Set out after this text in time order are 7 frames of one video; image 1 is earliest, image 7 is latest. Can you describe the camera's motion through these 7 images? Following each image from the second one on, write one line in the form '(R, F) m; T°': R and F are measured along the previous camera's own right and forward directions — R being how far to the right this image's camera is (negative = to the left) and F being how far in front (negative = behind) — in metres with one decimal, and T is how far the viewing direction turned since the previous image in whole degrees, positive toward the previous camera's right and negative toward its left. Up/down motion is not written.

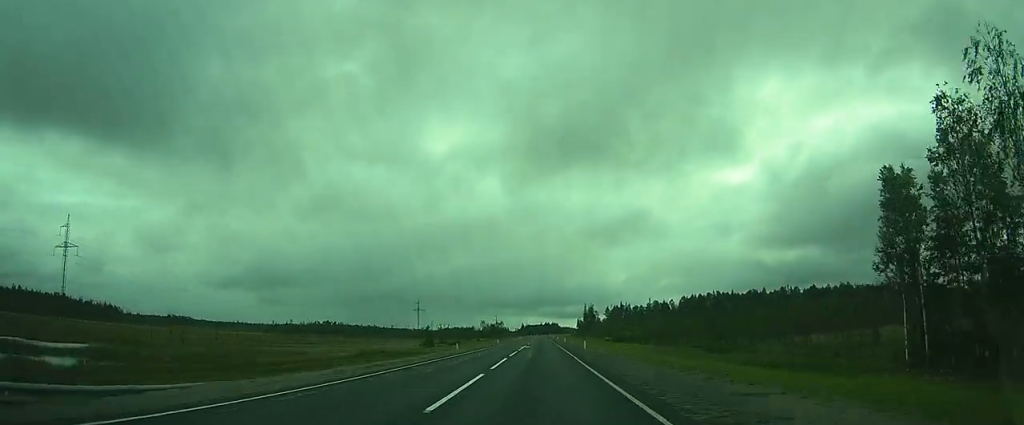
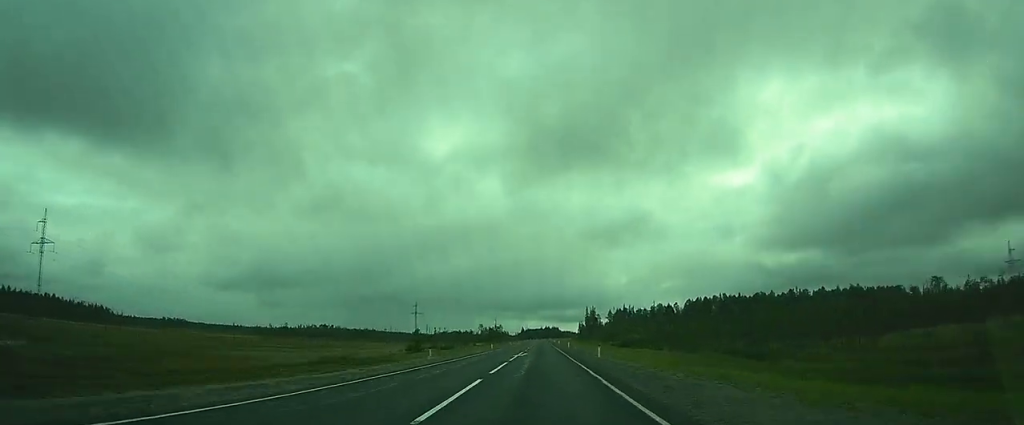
(0.0, +12.8) m; 0°
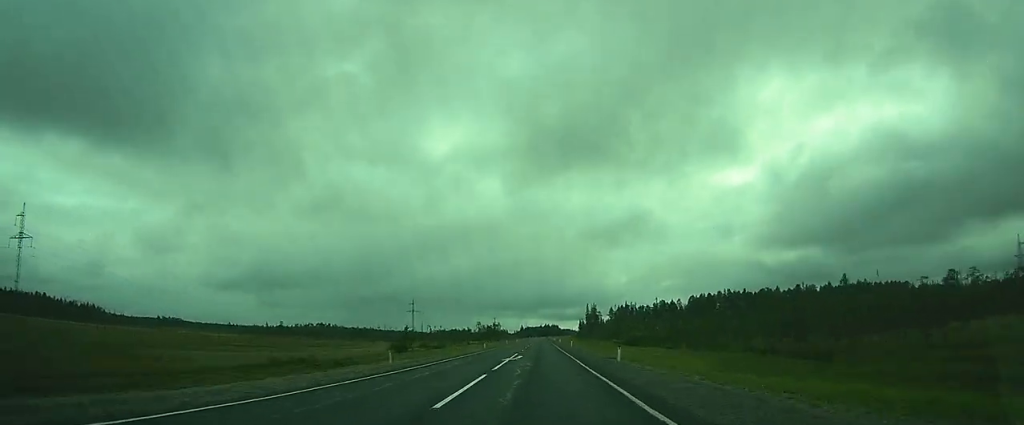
(0.0, +10.6) m; 0°
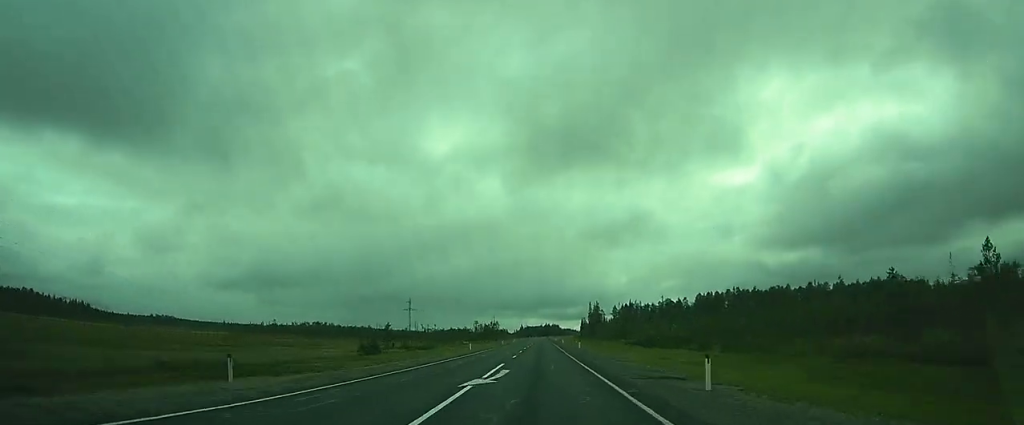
(0.0, +15.9) m; 0°
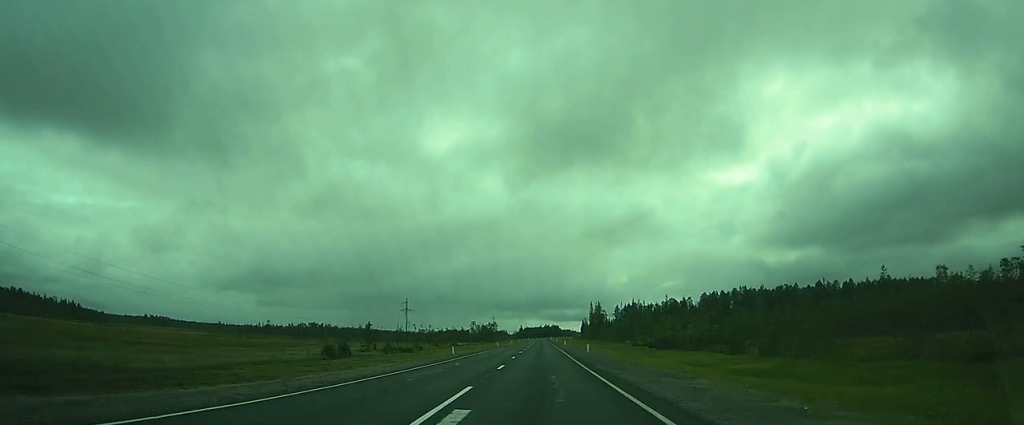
(-0.1, +12.2) m; +1°
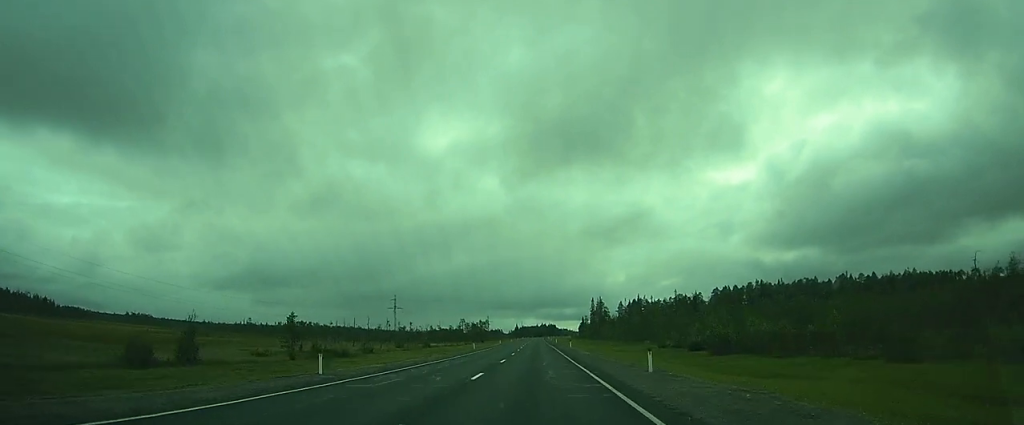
(+0.6, +30.5) m; +1°
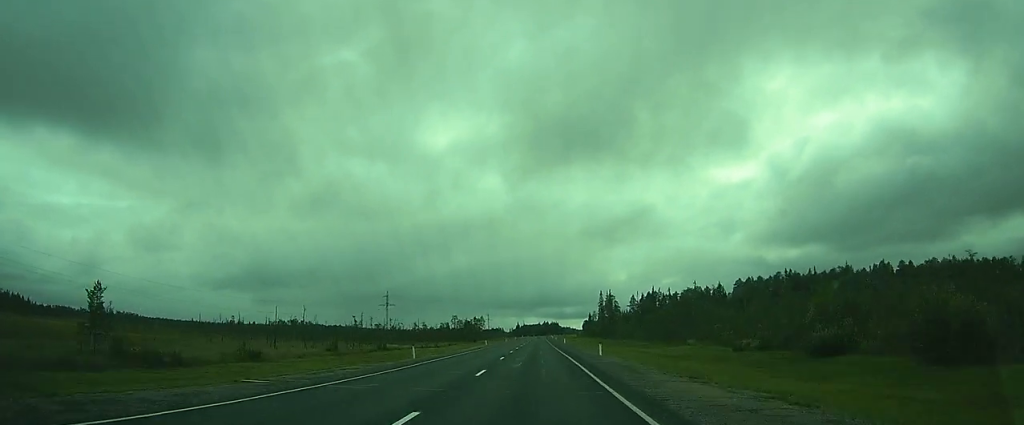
(-0.2, +34.7) m; -1°
